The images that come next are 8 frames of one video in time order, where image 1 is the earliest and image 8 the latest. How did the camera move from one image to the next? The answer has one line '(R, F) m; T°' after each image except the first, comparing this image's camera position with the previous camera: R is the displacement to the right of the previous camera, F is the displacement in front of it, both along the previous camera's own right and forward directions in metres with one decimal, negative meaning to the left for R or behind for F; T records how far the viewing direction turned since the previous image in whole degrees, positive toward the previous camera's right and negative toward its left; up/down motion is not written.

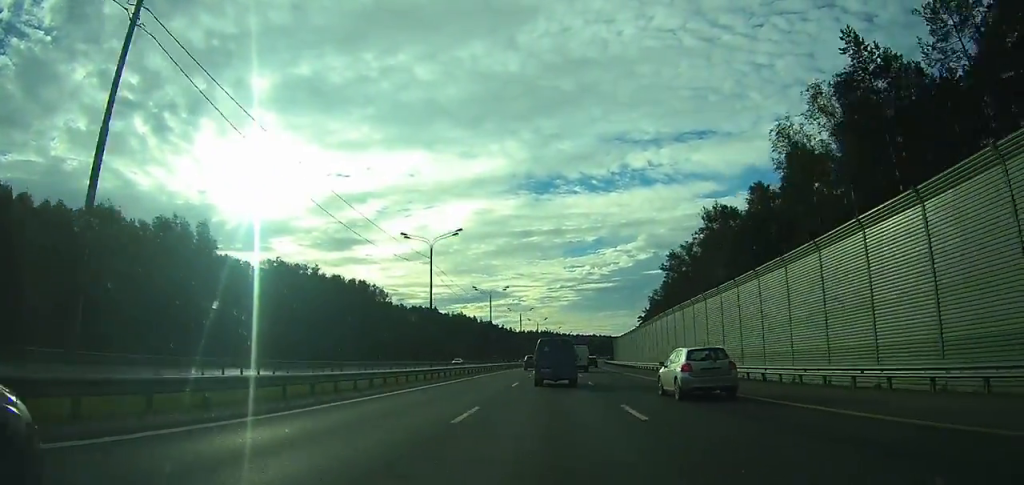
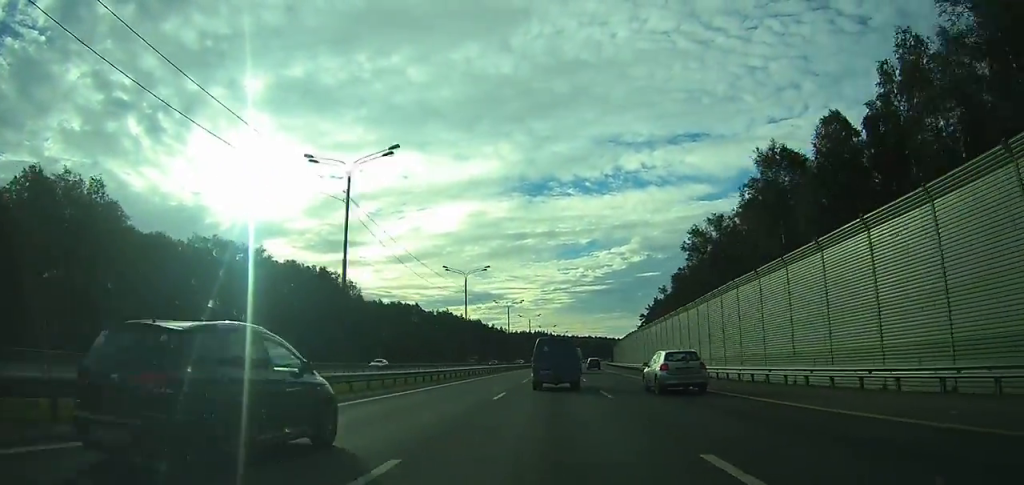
(+0.3, +25.4) m; +1°
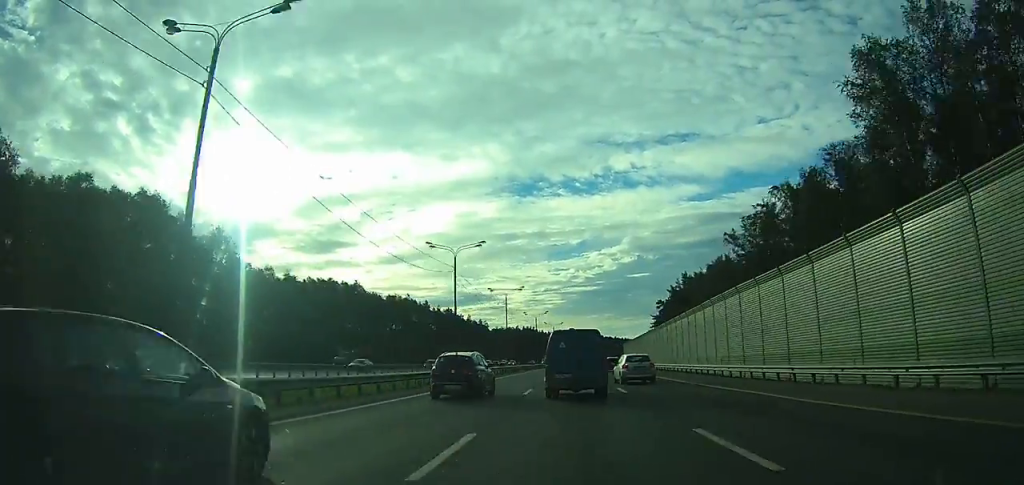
(+0.7, +64.9) m; +1°
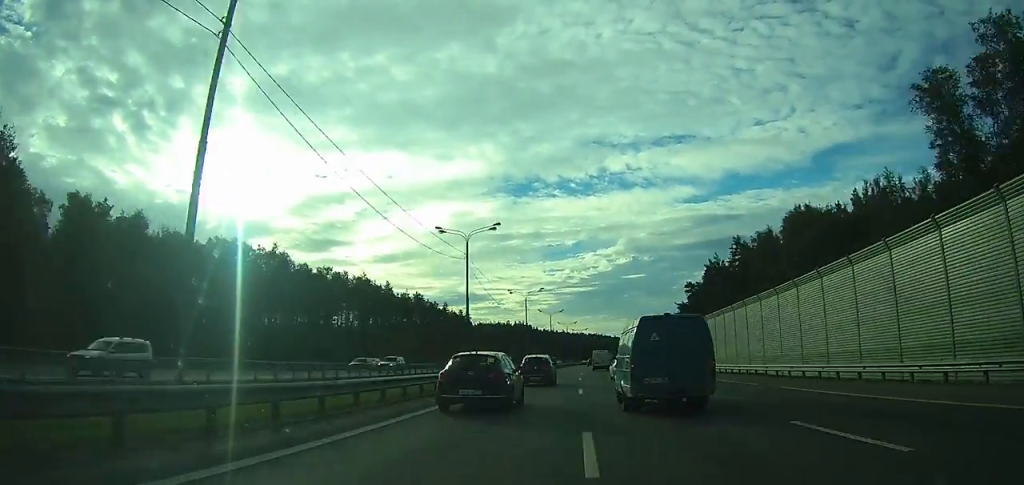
(+0.4, +52.9) m; +1°
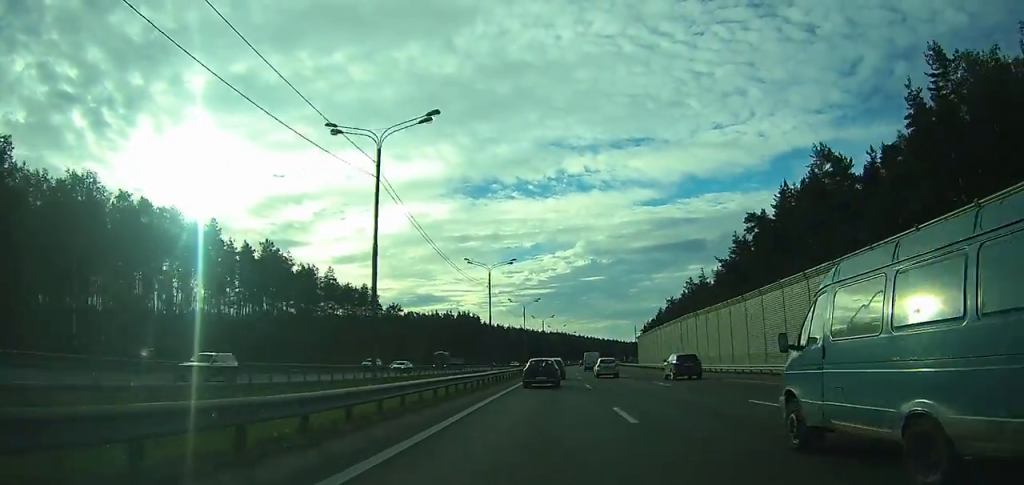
(+1.7, +85.2) m; +3°
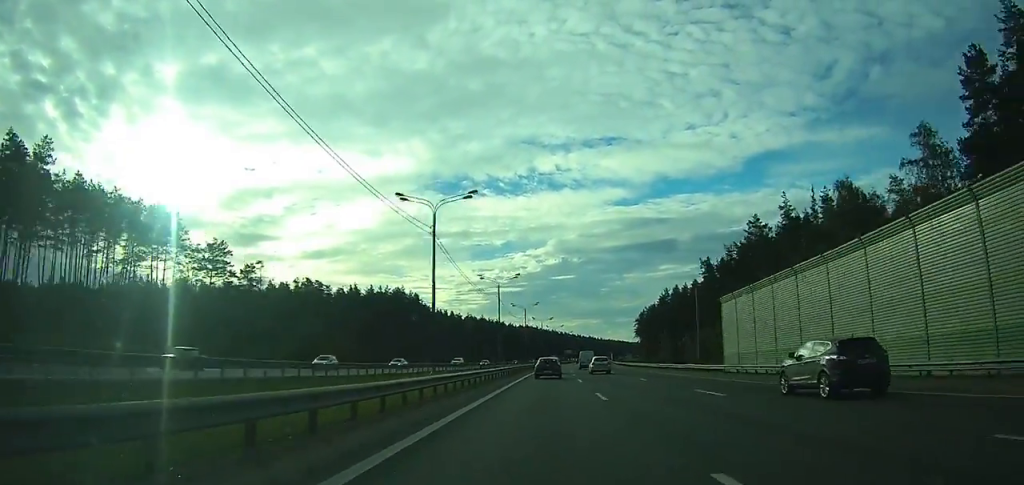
(+2.0, +79.1) m; +3°
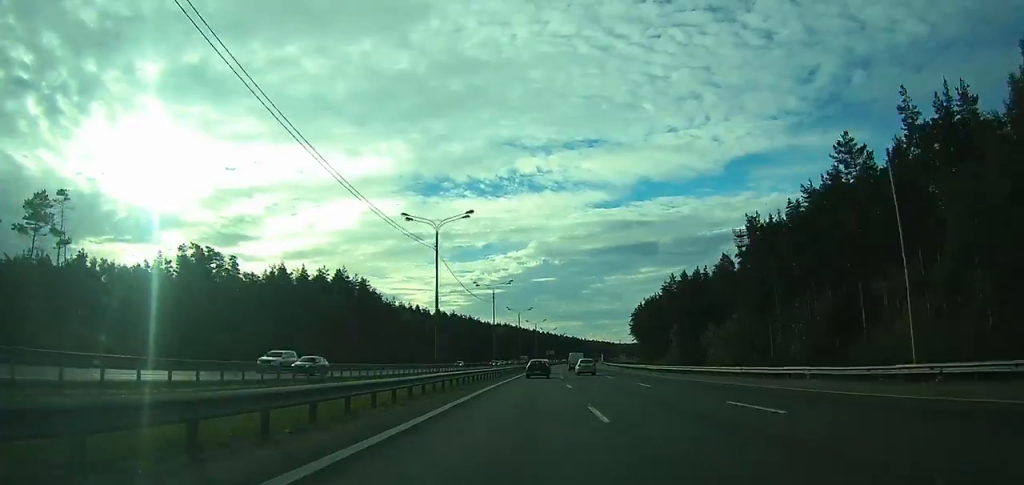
(+0.5, +38.8) m; +2°
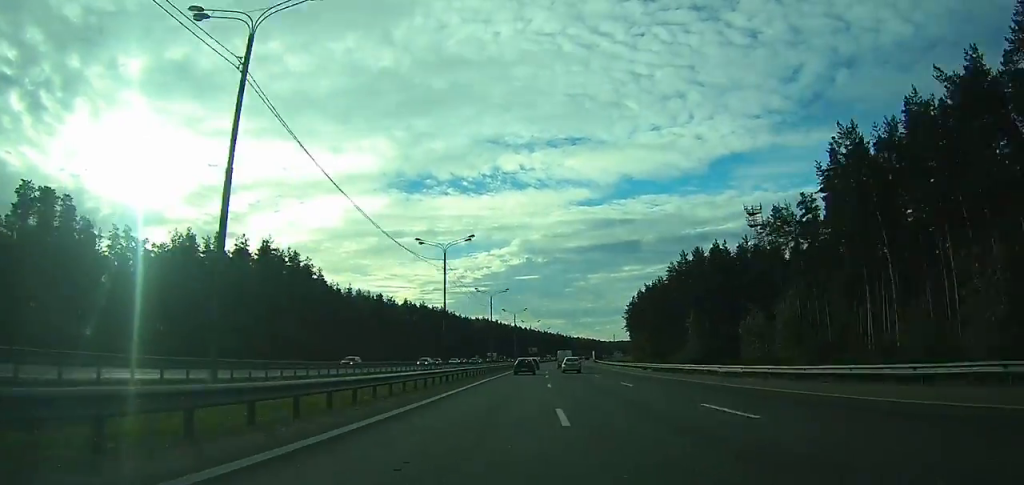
(+0.6, +31.8) m; +1°
